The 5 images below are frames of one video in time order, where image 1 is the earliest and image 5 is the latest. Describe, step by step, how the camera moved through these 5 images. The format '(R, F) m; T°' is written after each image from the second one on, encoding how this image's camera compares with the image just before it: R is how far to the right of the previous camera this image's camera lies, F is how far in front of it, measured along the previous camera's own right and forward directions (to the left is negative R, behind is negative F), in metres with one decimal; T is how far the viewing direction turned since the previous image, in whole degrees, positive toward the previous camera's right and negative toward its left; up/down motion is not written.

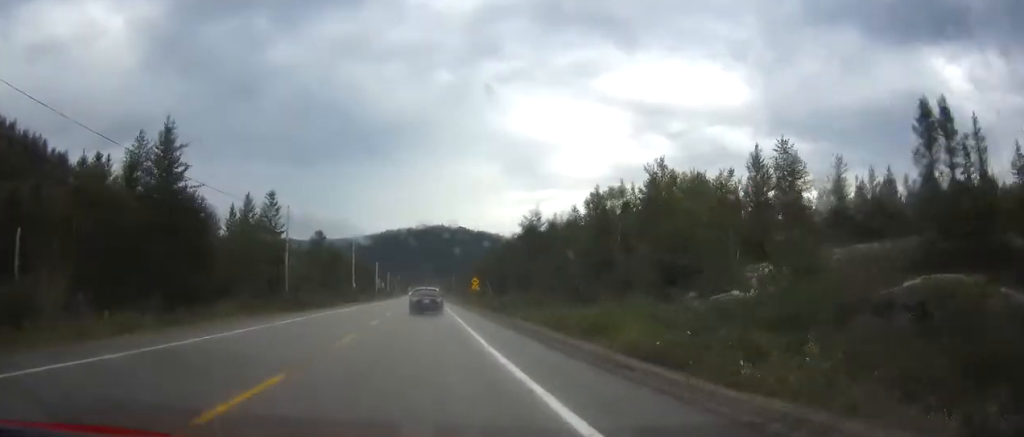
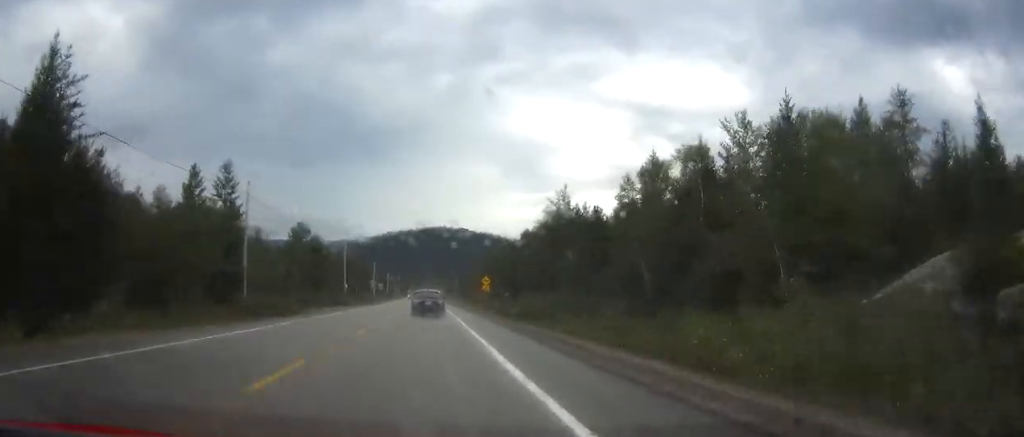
(0.0, +16.3) m; 0°
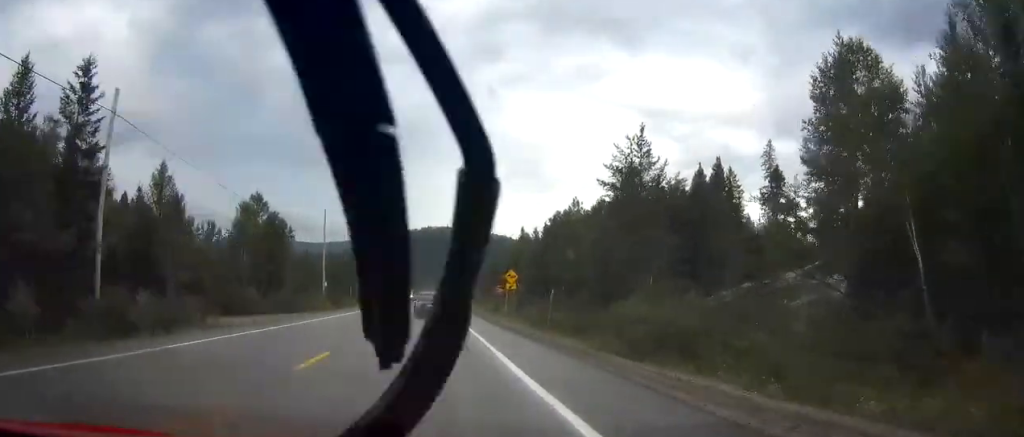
(0.0, +24.5) m; 0°
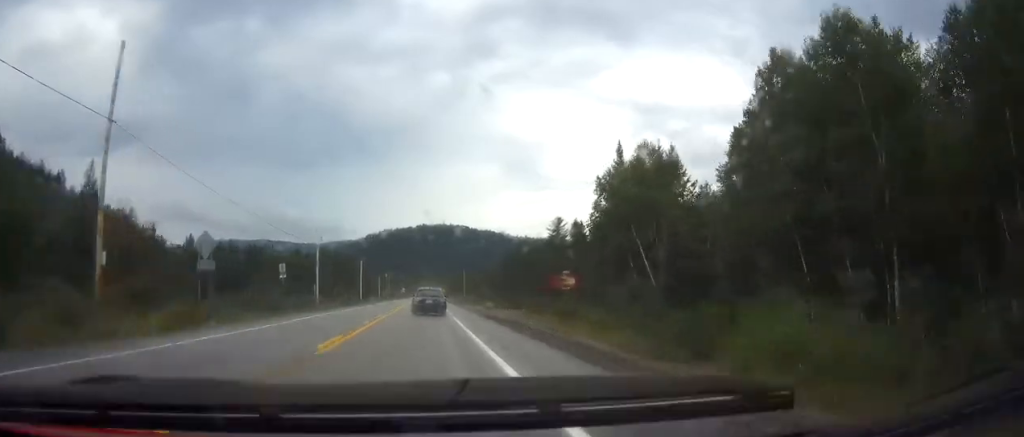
(0.0, +61.3) m; 0°
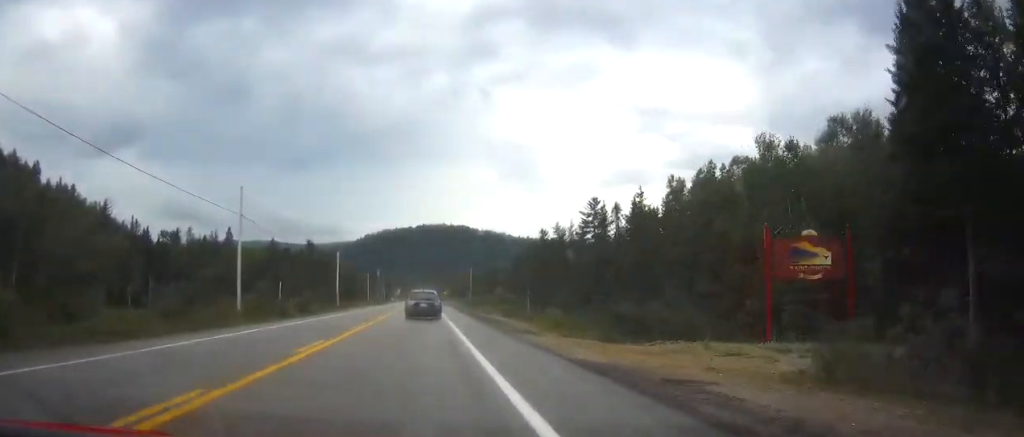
(+0.1, +36.8) m; 0°
